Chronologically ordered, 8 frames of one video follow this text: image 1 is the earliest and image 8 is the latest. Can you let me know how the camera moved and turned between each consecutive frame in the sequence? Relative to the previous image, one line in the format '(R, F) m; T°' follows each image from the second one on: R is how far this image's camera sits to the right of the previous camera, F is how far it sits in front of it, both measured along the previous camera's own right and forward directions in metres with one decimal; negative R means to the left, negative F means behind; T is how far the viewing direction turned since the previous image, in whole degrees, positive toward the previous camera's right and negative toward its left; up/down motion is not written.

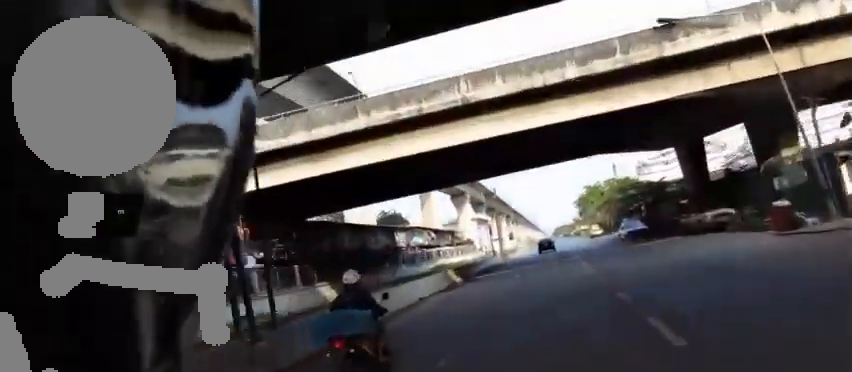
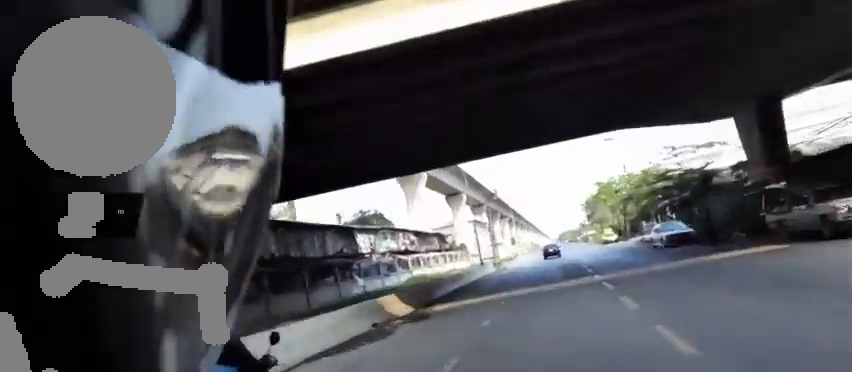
(0.0, +11.6) m; 0°
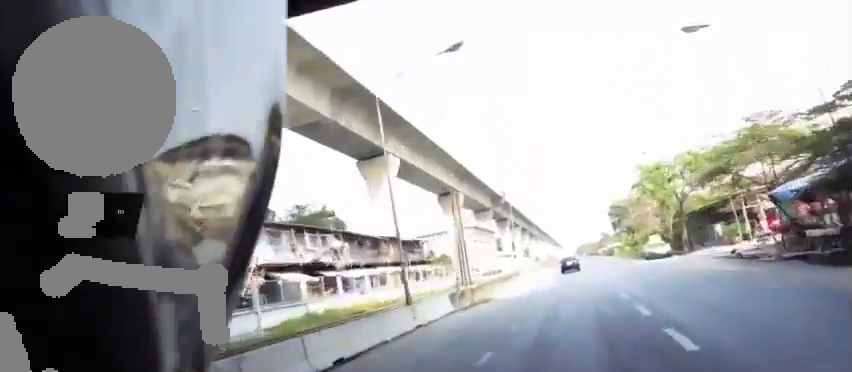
(-0.1, +21.8) m; -1°
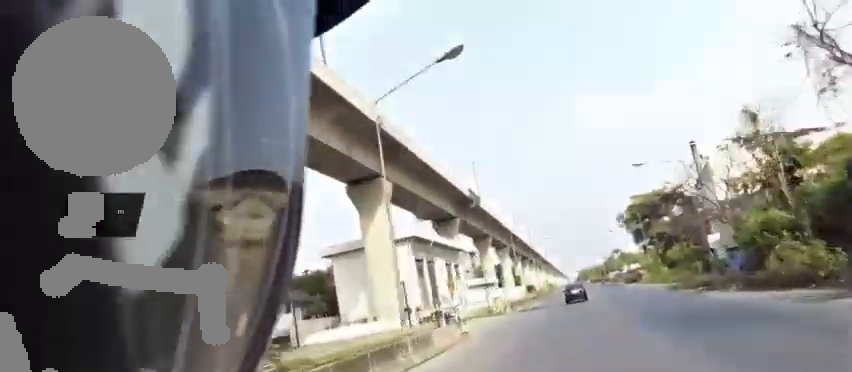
(-0.8, +38.4) m; -1°
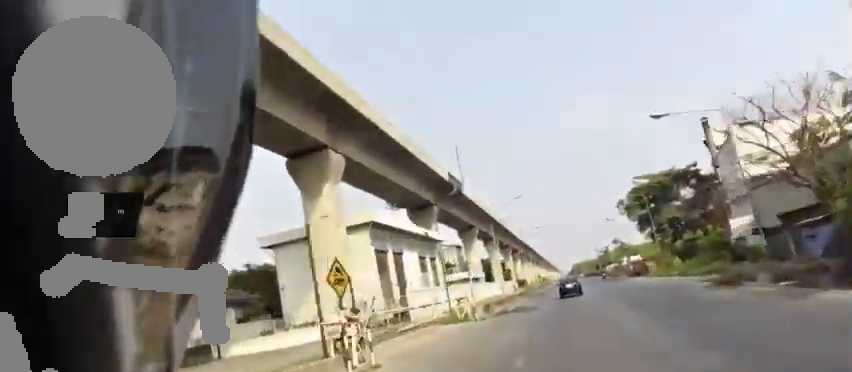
(0.0, +11.2) m; 0°
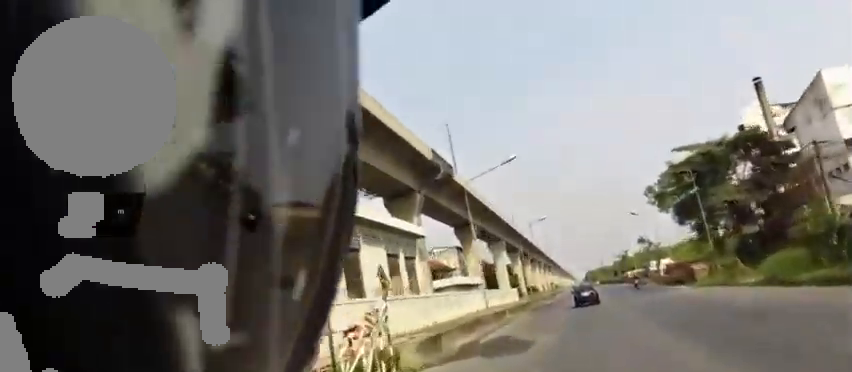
(0.0, +15.5) m; +1°
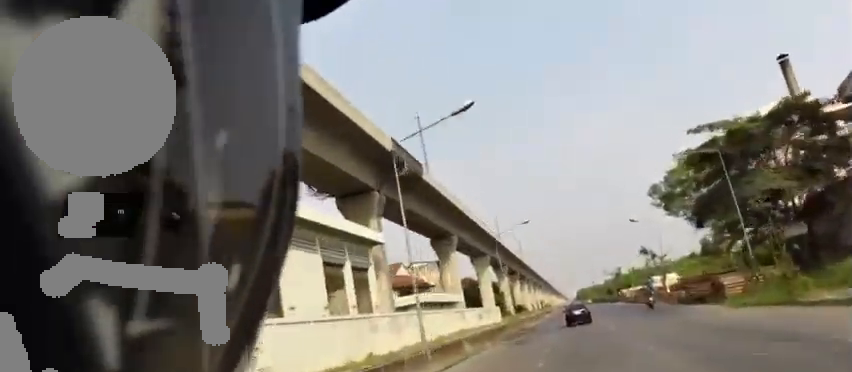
(0.0, +11.1) m; +1°
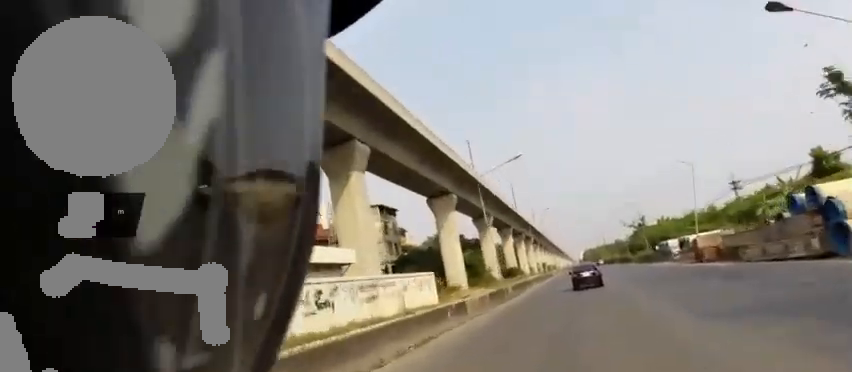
(+0.6, +41.9) m; +1°
